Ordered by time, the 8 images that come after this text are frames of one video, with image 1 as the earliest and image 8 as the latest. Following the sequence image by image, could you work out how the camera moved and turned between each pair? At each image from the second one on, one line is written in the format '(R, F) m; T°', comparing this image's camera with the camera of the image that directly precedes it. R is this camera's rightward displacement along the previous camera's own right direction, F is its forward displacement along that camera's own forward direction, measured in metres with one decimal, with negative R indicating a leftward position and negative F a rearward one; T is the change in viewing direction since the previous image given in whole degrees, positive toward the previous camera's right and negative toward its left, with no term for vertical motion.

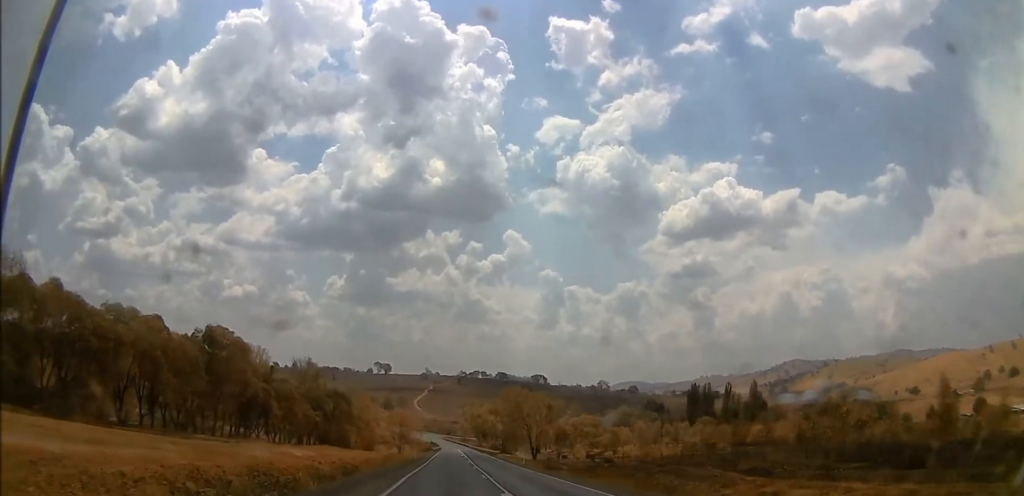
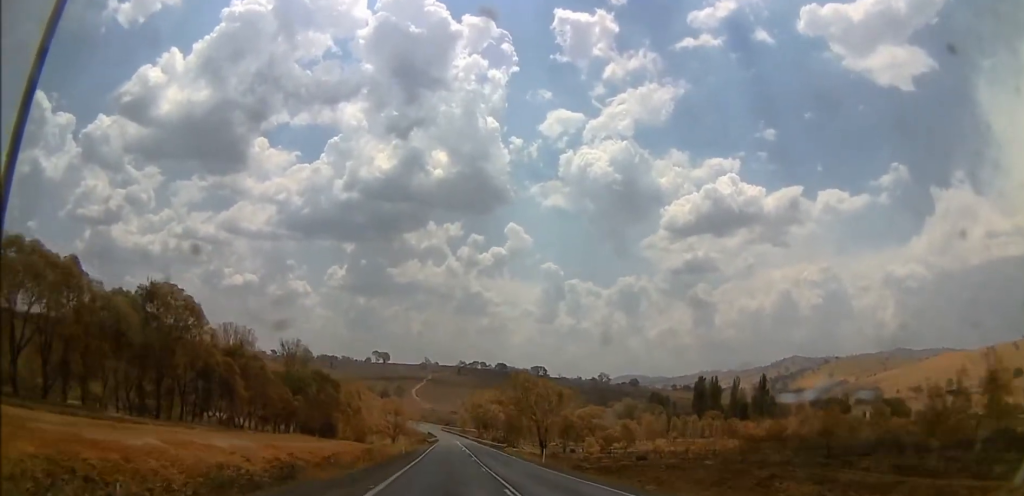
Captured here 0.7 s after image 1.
(-0.1, +14.3) m; 0°
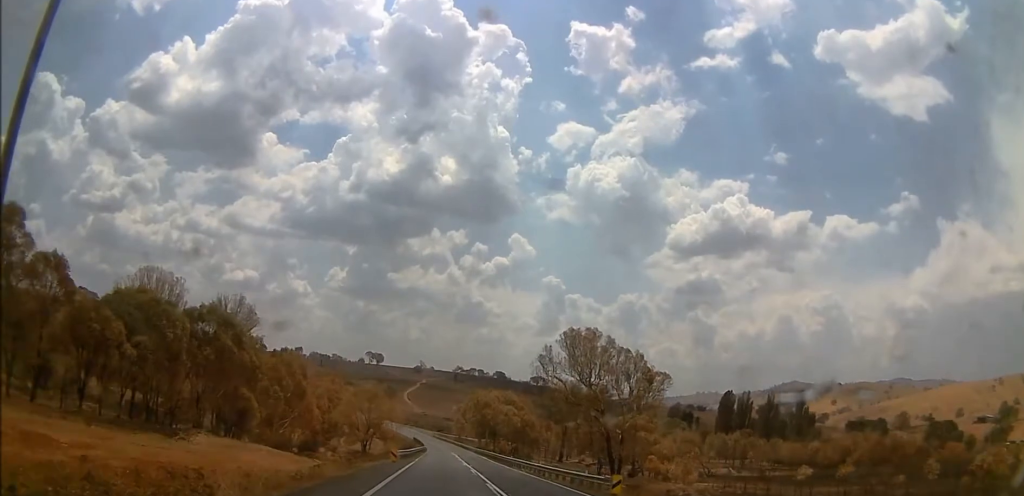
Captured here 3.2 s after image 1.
(0.0, +49.5) m; 0°
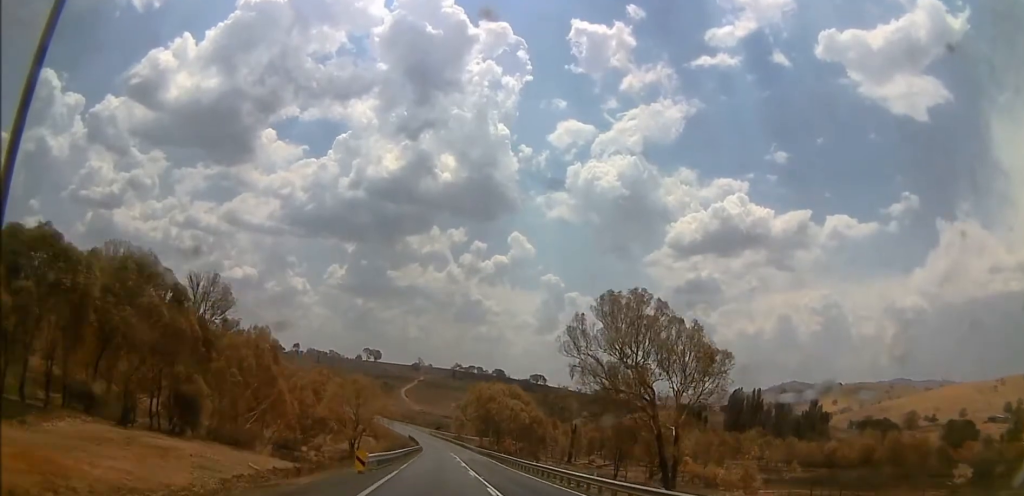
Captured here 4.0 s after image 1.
(-0.1, +14.7) m; 0°
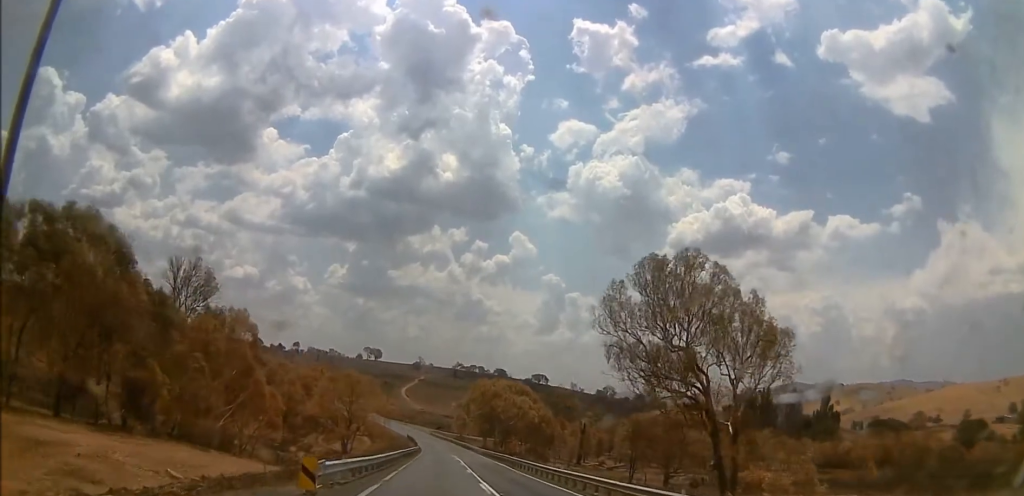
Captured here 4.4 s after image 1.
(+0.3, +9.4) m; 0°
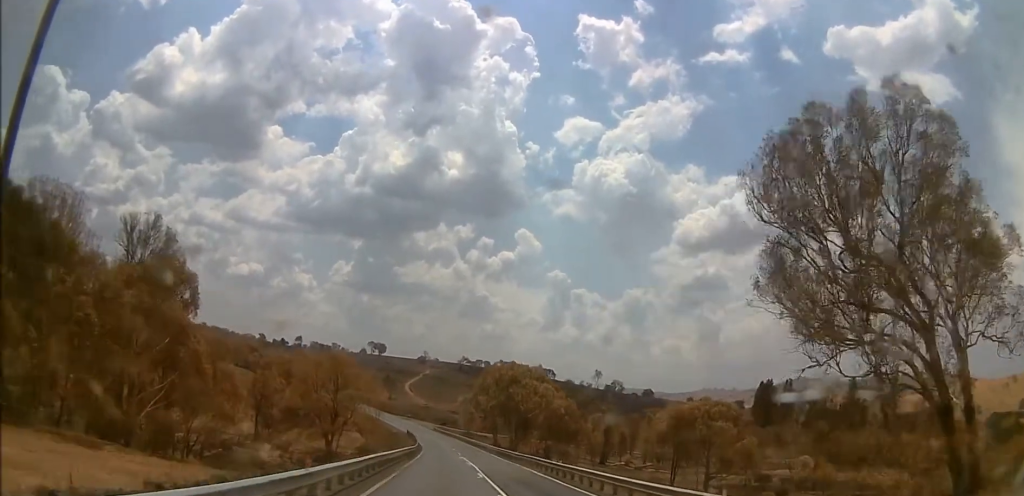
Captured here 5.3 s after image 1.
(-0.1, +18.2) m; 0°
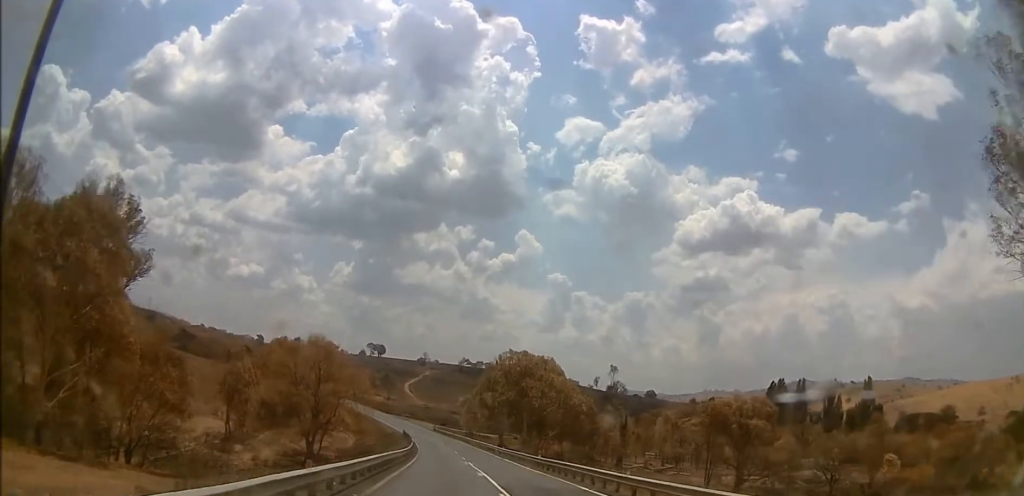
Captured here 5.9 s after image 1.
(-0.1, +12.2) m; 0°
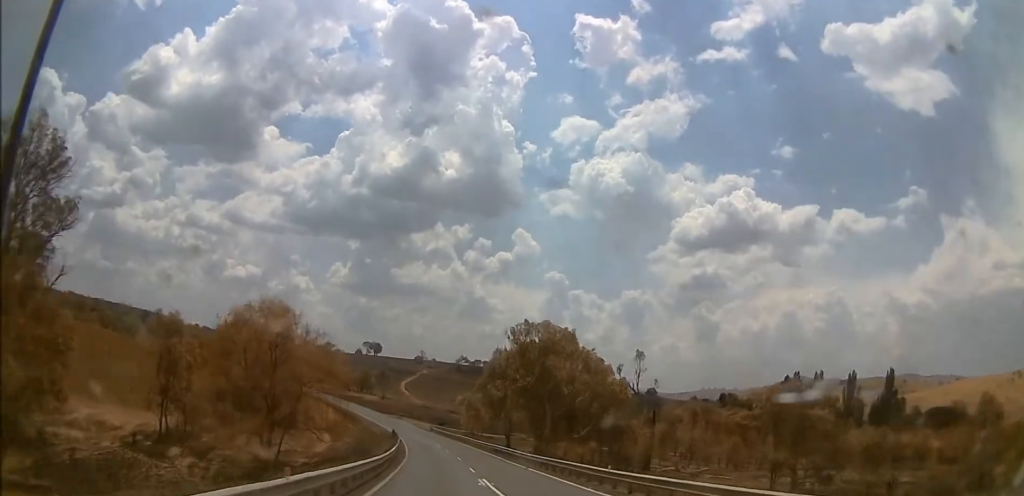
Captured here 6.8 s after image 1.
(+0.1, +17.7) m; 0°
